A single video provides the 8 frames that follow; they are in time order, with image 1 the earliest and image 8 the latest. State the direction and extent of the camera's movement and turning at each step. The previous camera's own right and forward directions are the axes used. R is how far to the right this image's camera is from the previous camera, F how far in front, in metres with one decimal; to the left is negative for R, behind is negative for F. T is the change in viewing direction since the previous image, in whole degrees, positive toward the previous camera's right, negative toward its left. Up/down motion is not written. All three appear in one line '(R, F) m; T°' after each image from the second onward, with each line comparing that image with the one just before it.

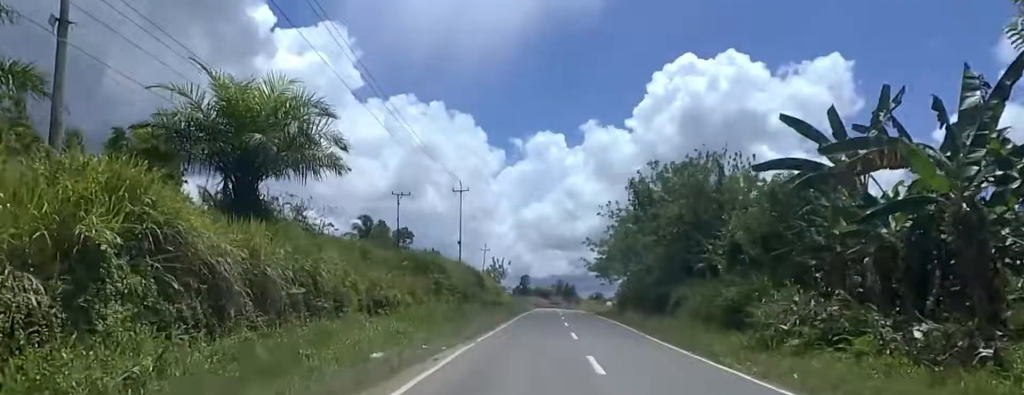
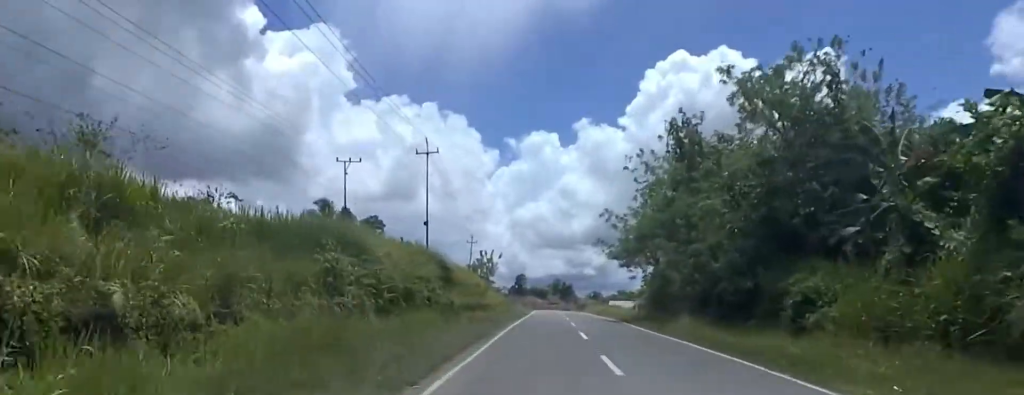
(0.0, +16.4) m; 0°
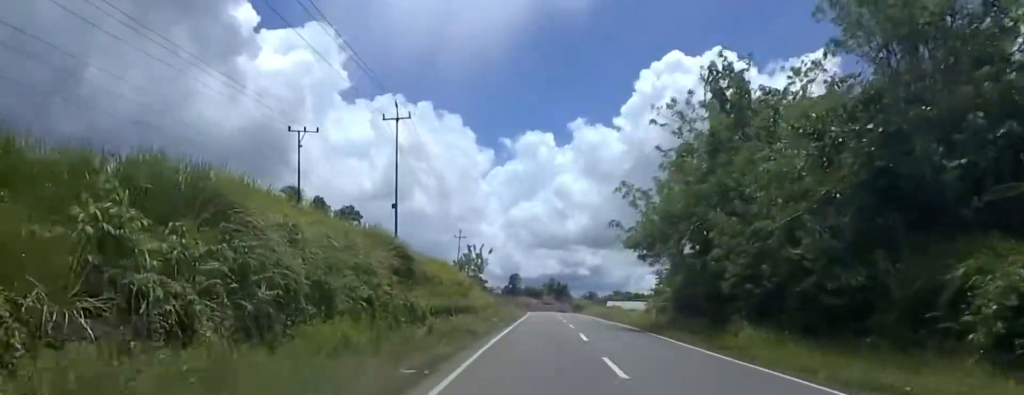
(0.0, +8.4) m; 0°
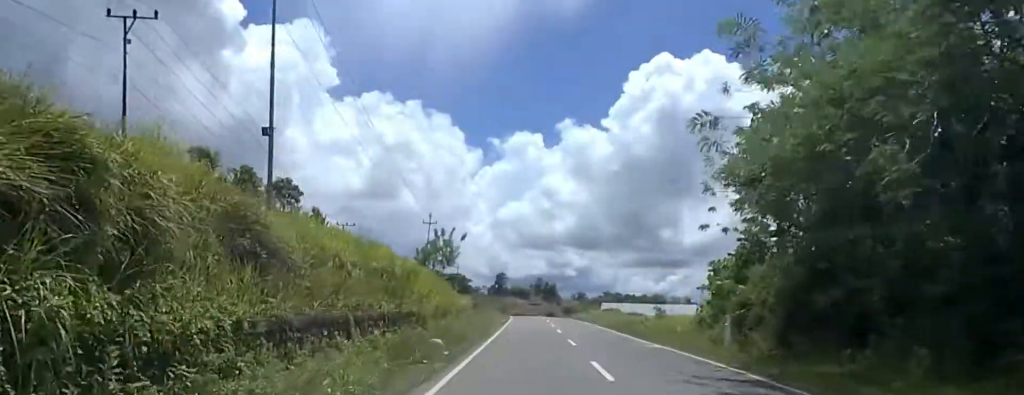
(0.0, +15.7) m; 0°
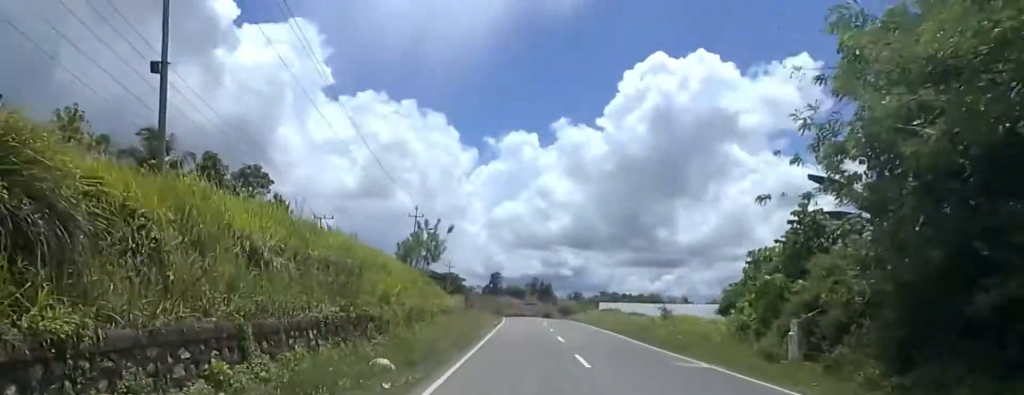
(0.0, +5.5) m; +2°
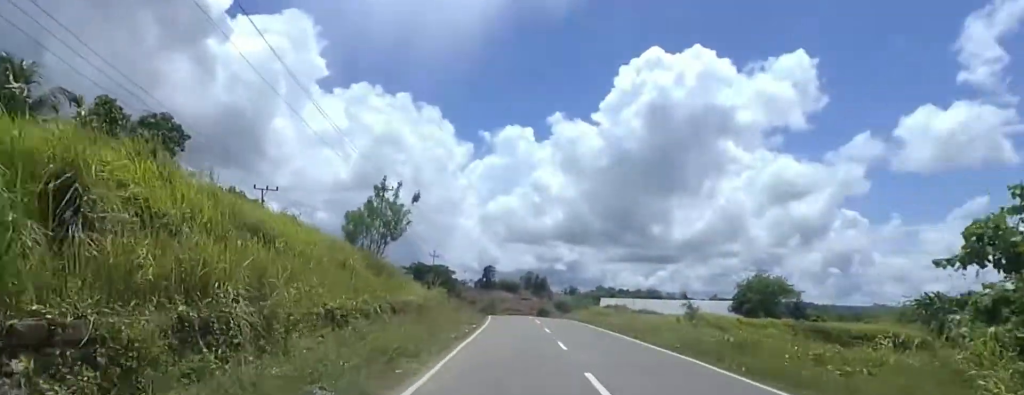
(+0.4, +12.2) m; +3°
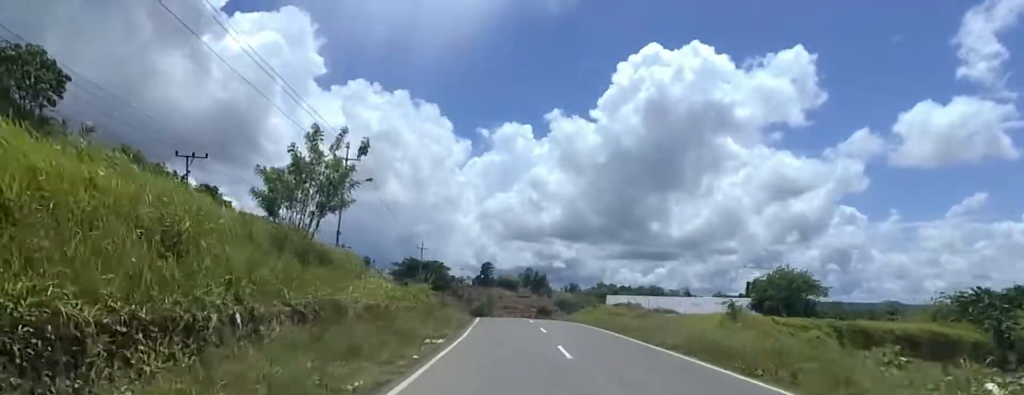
(+0.4, +10.5) m; -1°
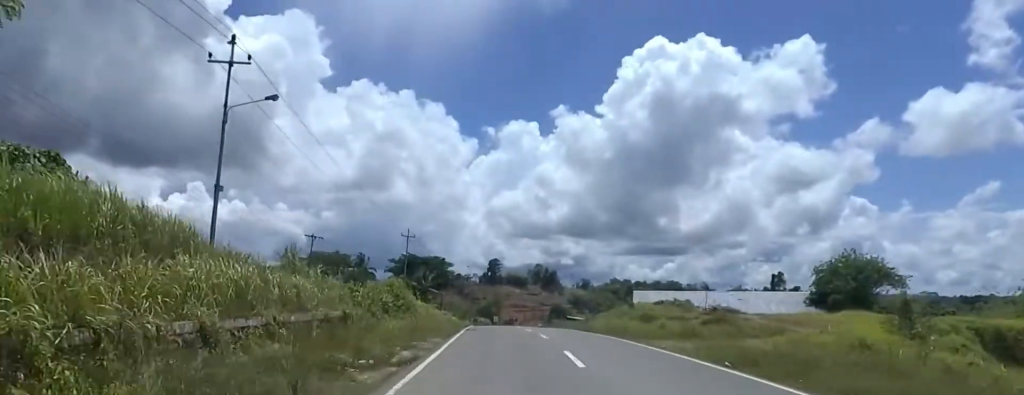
(-1.2, +17.9) m; -4°
